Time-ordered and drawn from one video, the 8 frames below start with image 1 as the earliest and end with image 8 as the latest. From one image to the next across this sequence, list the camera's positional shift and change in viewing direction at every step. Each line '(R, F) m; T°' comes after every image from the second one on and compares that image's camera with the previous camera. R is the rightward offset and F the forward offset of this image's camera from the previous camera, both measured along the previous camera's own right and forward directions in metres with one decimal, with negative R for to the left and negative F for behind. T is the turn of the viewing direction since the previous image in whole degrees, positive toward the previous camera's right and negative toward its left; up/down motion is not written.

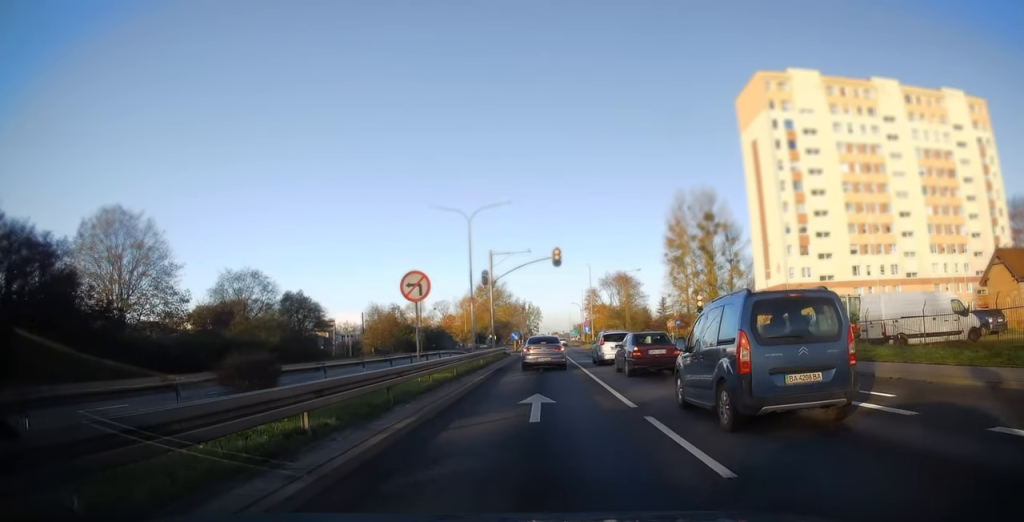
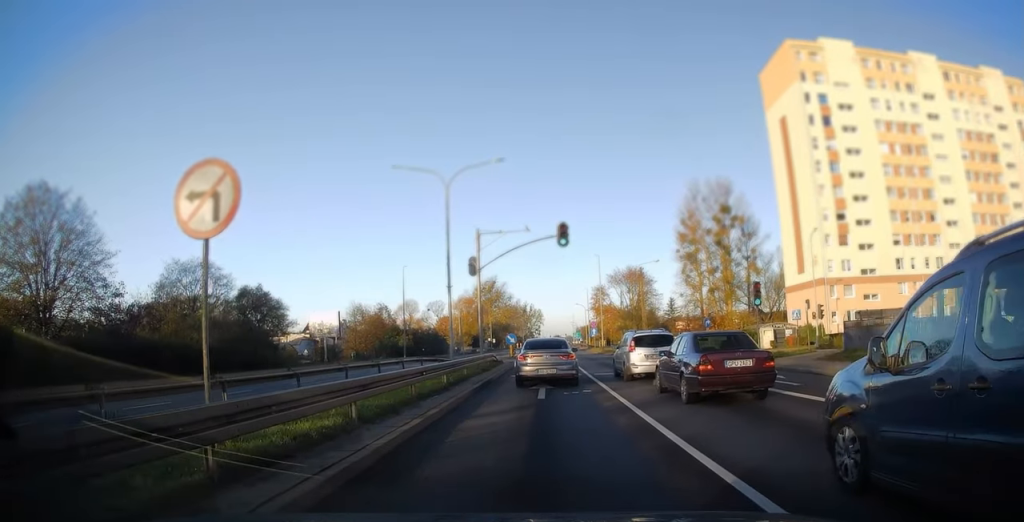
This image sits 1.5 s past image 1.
(-0.3, +10.8) m; -1°
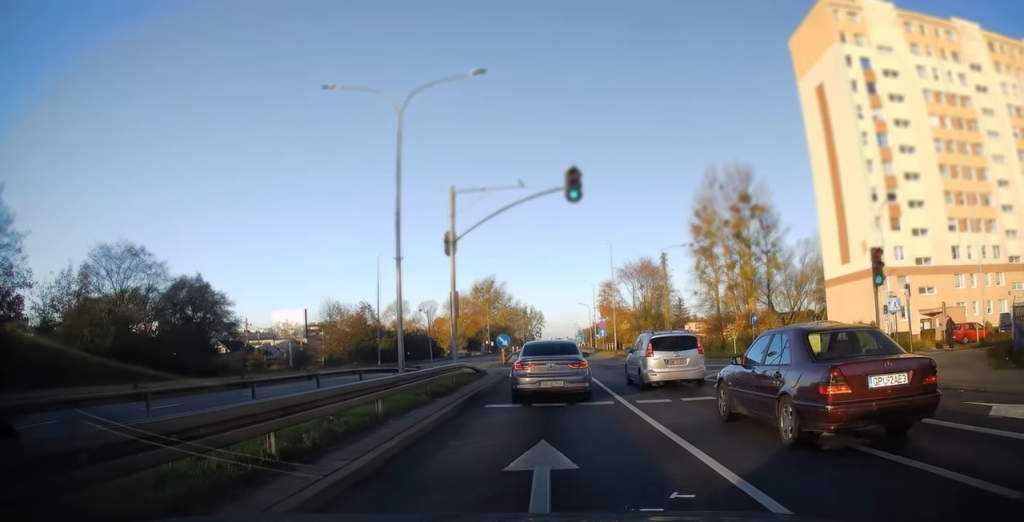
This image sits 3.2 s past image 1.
(+0.1, +10.5) m; +1°
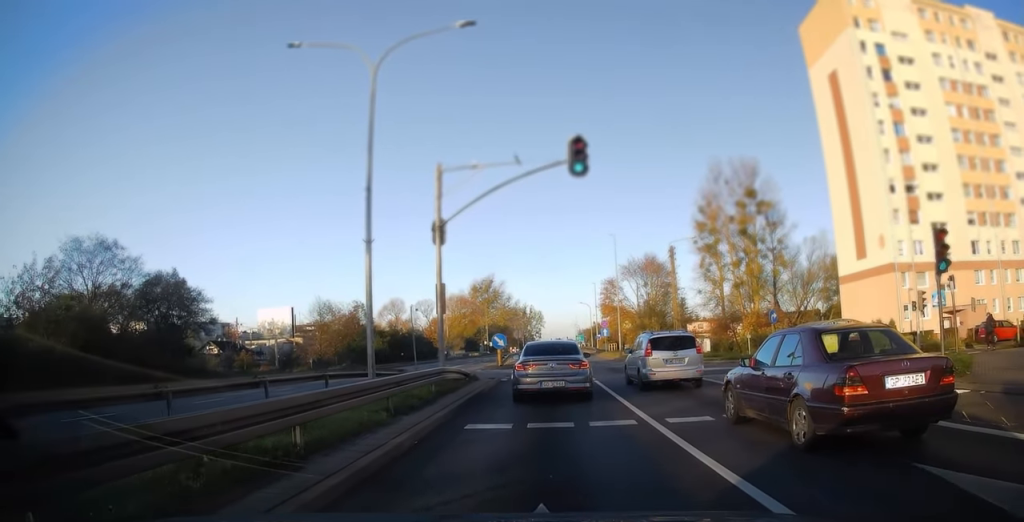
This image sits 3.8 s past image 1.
(0.0, +3.2) m; 0°
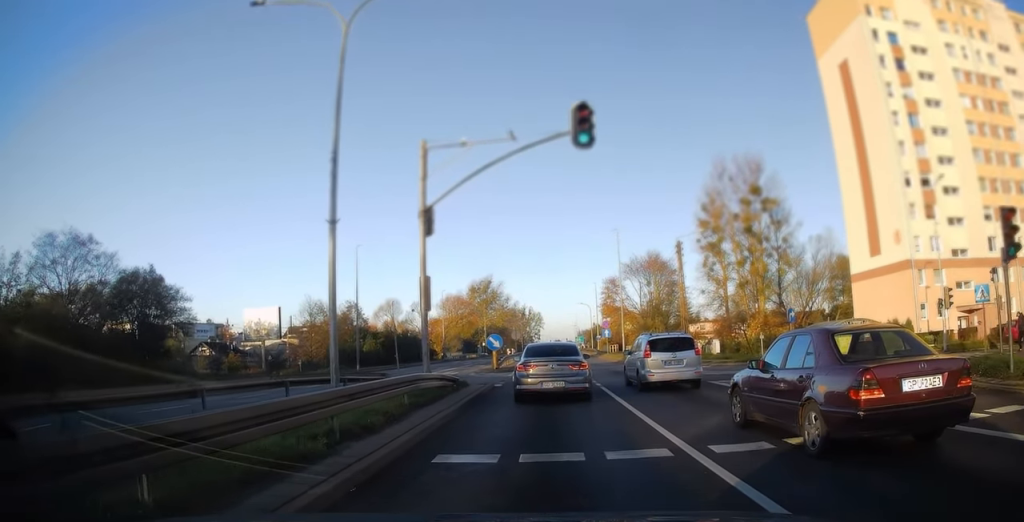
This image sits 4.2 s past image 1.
(0.0, +2.7) m; 0°
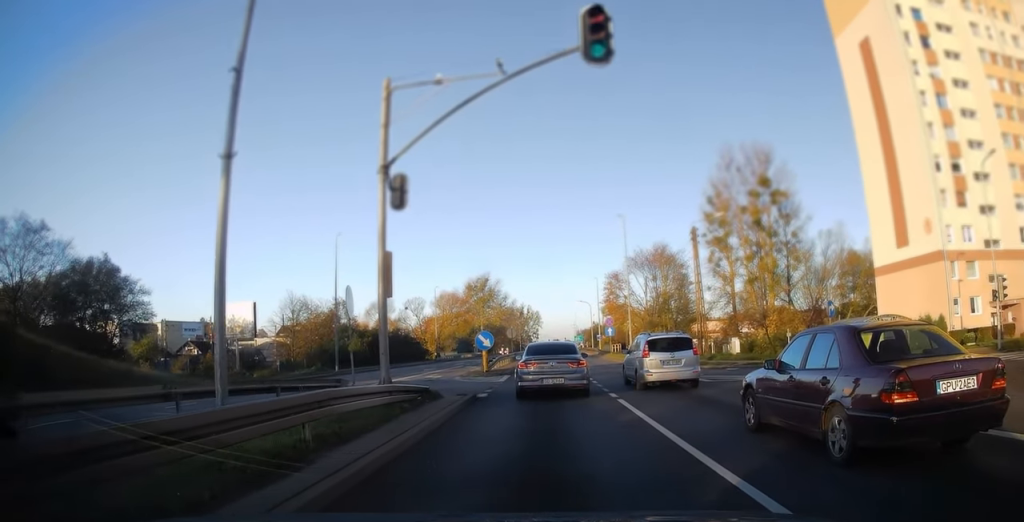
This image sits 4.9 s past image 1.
(0.0, +4.6) m; 0°
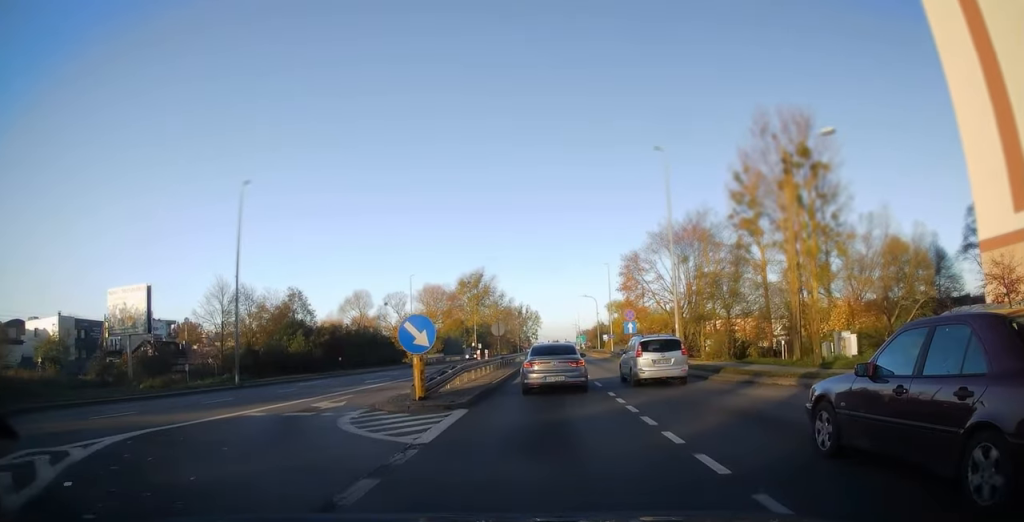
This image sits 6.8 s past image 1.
(-0.1, +14.1) m; +1°
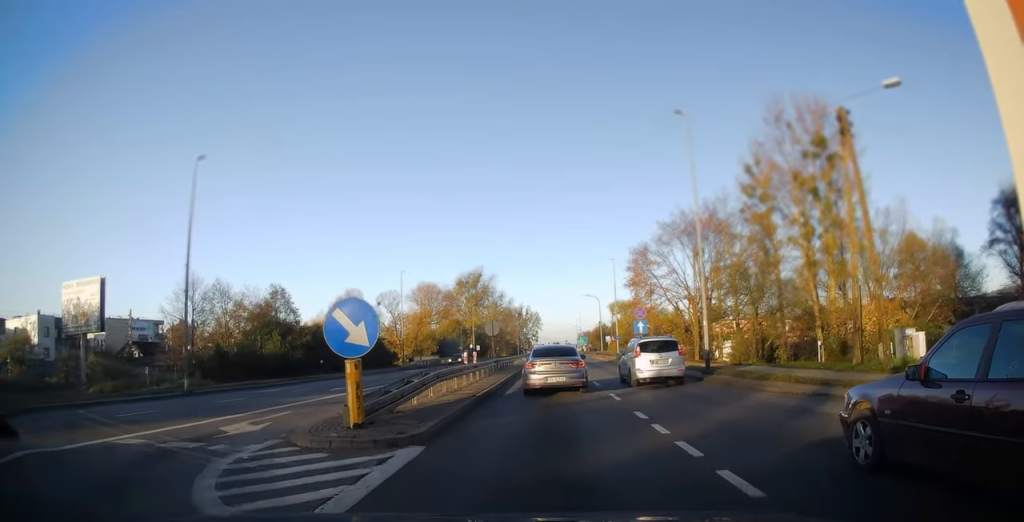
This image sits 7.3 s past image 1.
(+0.1, +4.7) m; 0°
